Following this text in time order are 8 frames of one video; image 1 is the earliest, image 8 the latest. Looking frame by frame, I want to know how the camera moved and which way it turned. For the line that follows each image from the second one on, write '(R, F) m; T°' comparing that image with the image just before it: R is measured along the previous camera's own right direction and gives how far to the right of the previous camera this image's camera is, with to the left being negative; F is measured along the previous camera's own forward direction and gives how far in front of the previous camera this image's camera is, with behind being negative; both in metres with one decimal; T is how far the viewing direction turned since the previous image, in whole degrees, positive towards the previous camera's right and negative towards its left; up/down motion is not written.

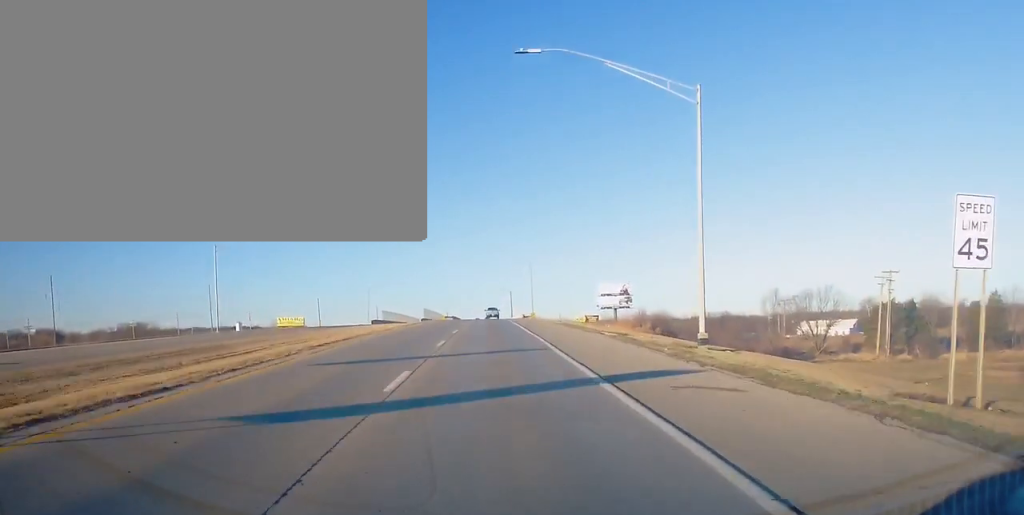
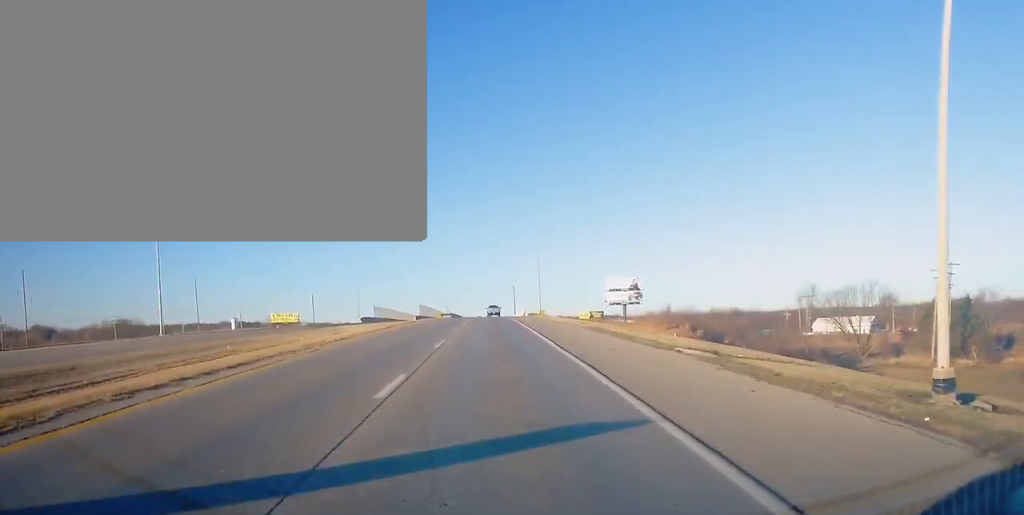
(0.0, +14.8) m; 0°
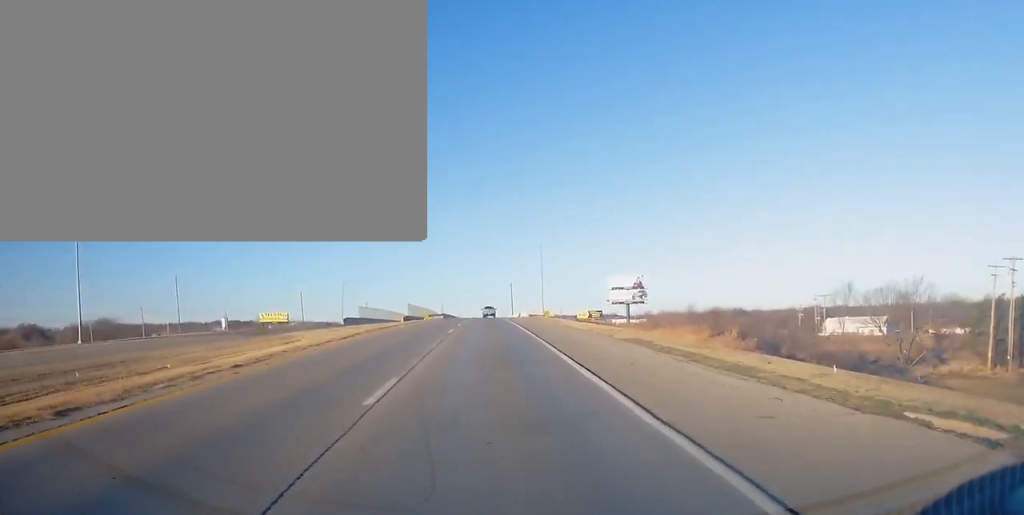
(+0.1, +13.6) m; -1°
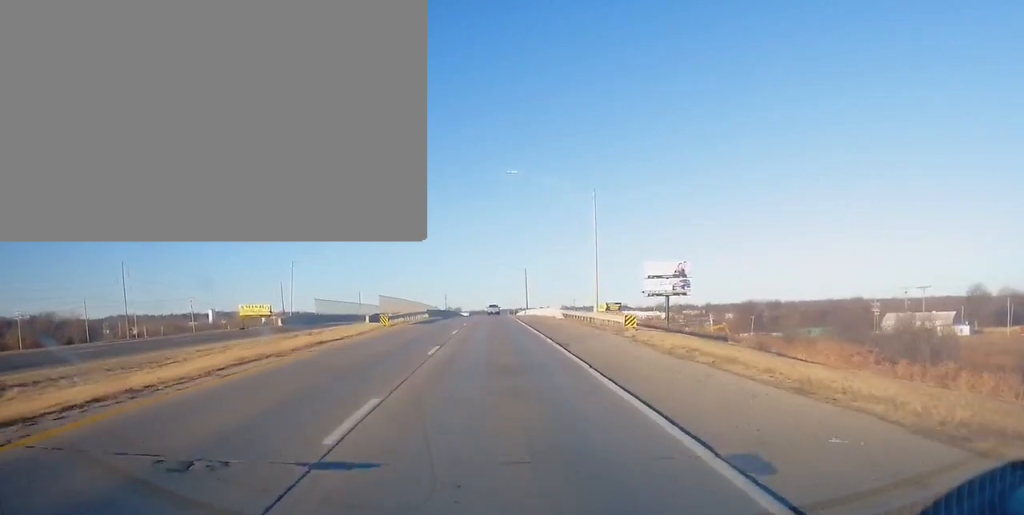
(+0.1, +43.7) m; +1°
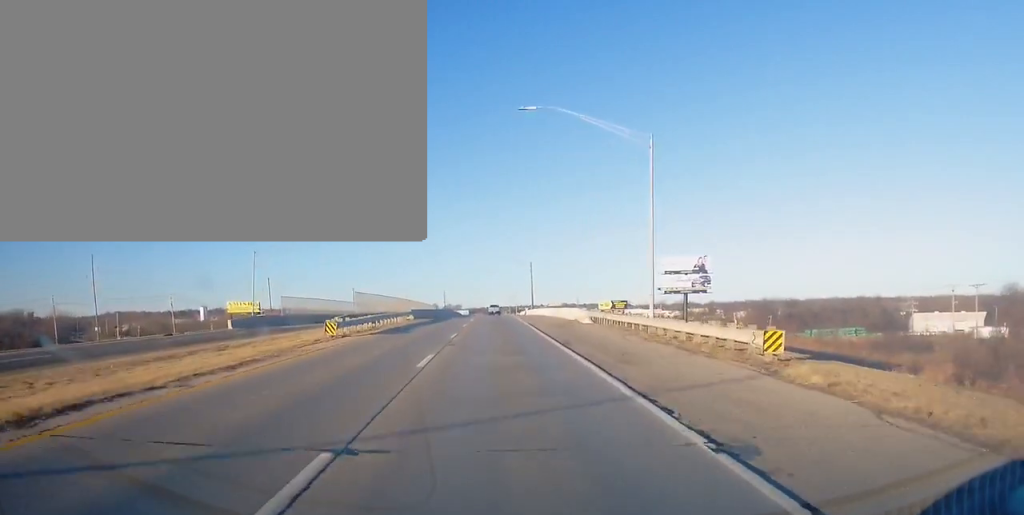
(+0.1, +17.9) m; -1°
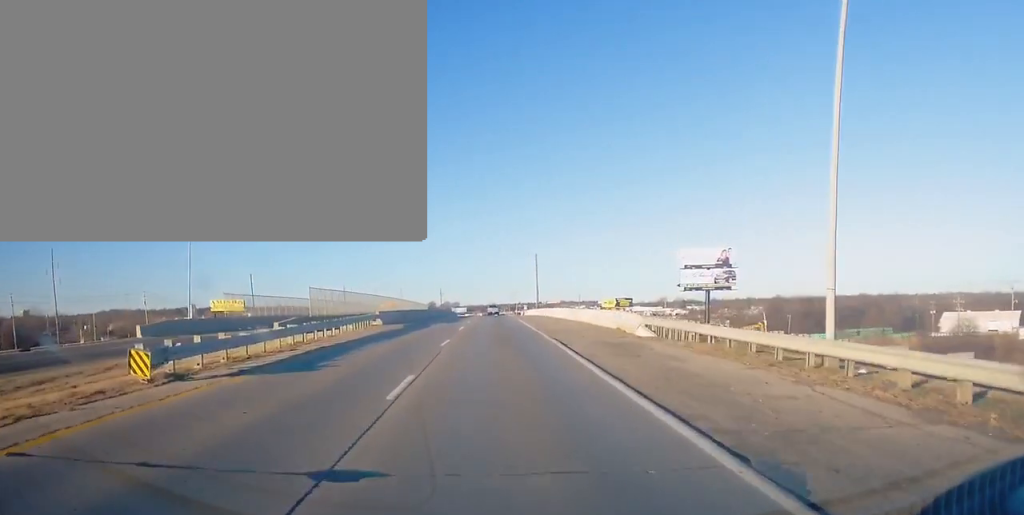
(-0.6, +19.4) m; 0°
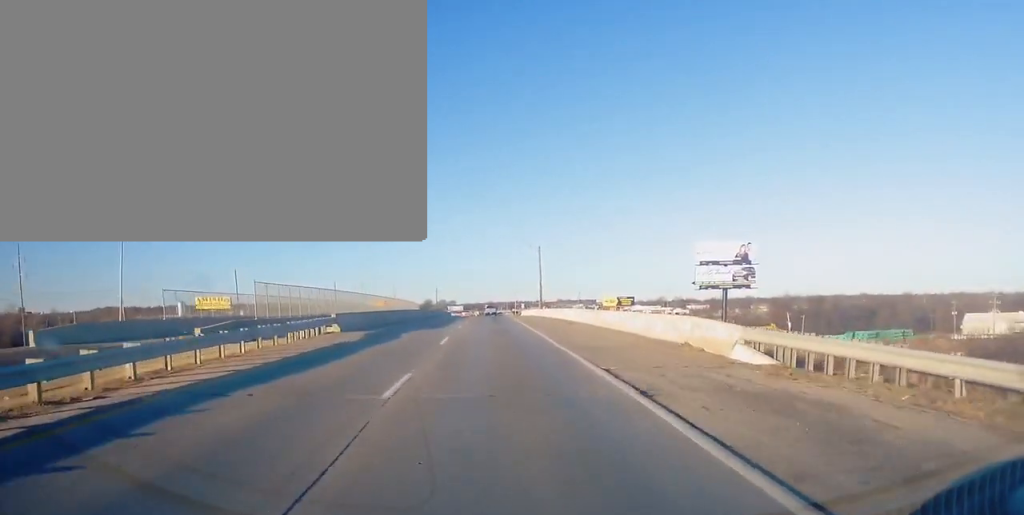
(+0.3, +13.5) m; 0°
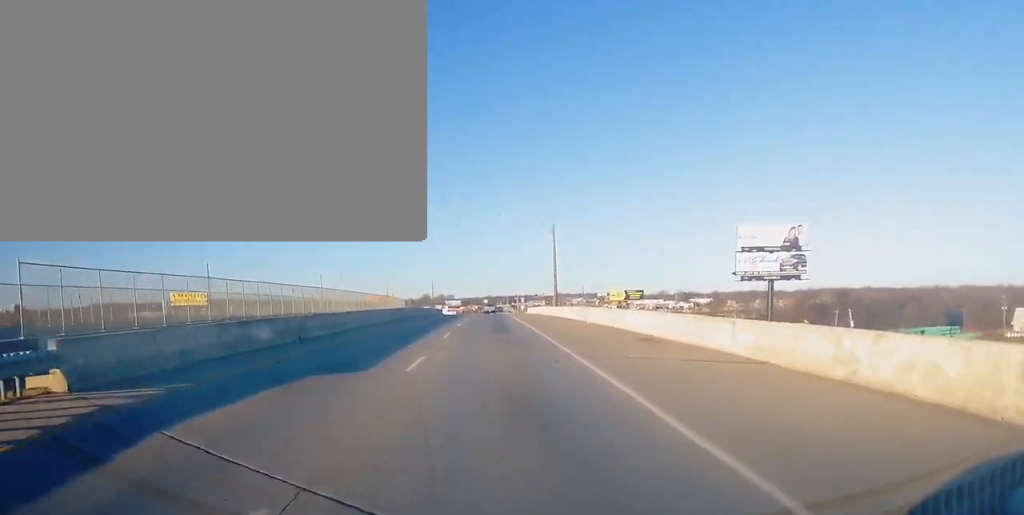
(-0.1, +24.7) m; 0°
